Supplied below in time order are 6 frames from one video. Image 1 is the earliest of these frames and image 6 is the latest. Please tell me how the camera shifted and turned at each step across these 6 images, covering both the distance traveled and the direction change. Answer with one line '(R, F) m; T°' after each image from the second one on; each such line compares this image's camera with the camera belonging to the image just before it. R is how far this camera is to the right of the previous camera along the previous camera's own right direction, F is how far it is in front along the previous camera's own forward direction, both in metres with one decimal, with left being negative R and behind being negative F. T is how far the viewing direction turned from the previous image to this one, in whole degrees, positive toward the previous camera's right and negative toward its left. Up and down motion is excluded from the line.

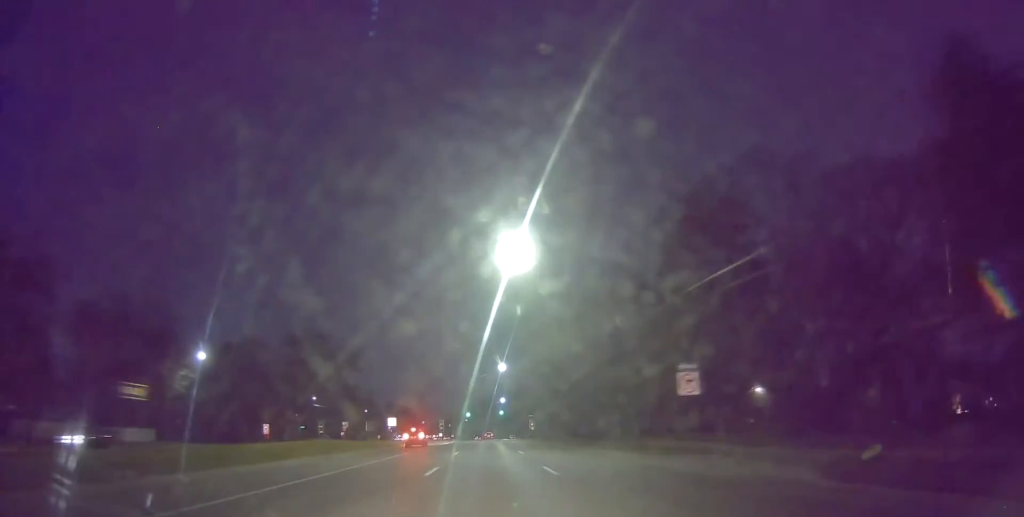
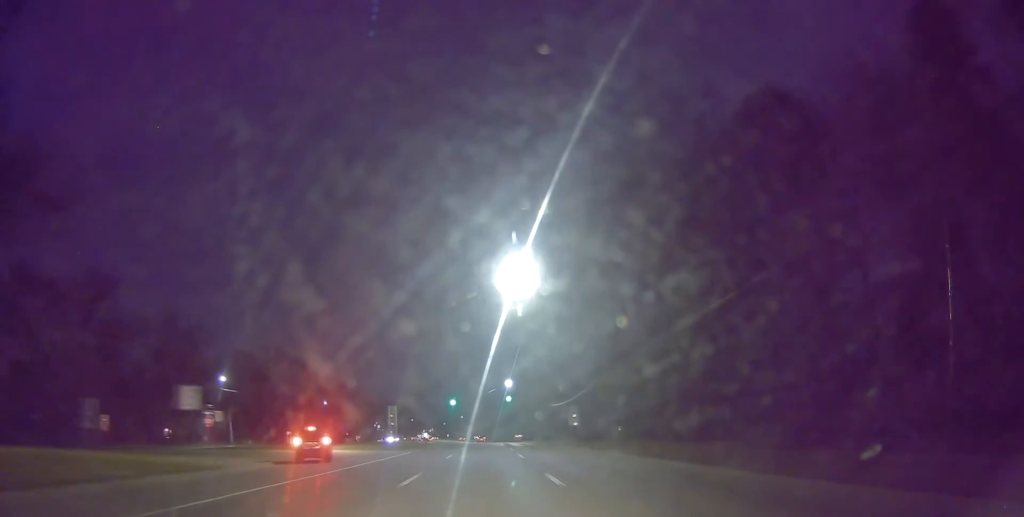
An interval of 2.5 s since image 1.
(-0.3, +49.4) m; -1°
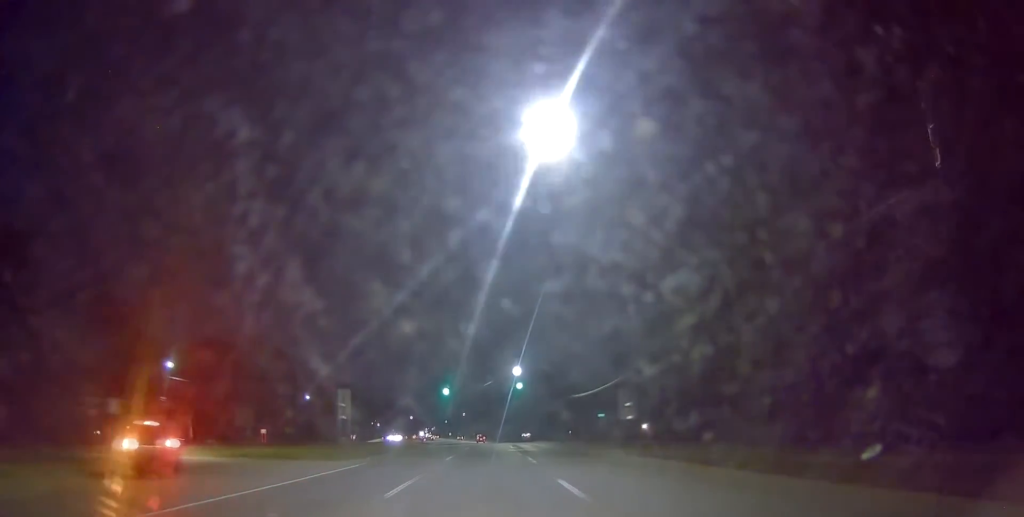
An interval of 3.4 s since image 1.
(-0.2, +17.5) m; -1°
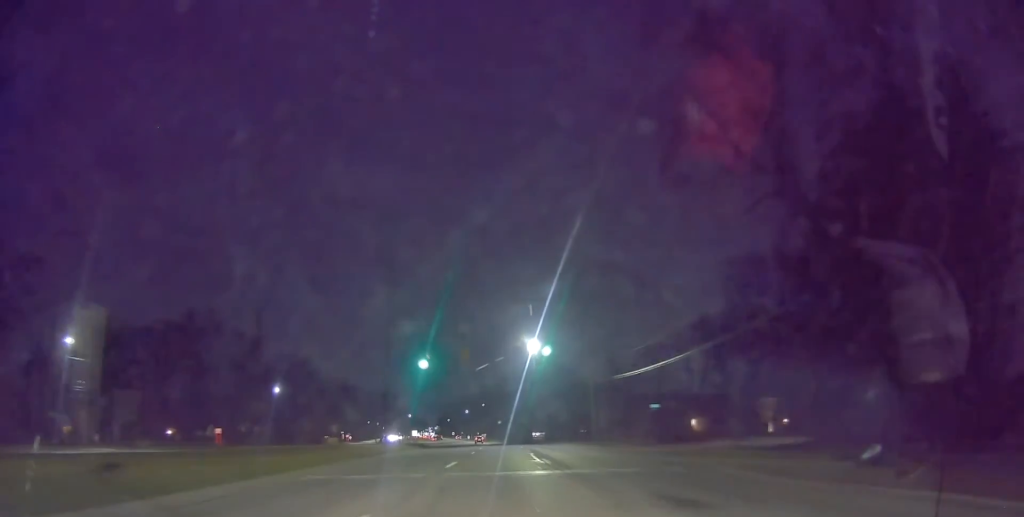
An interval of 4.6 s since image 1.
(-0.2, +22.1) m; -1°
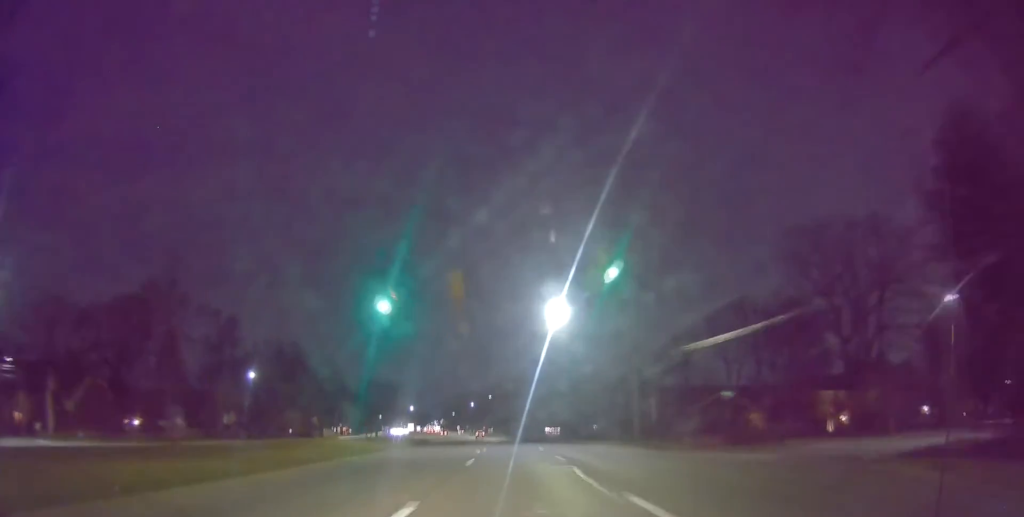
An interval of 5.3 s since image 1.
(-0.3, +15.0) m; 0°
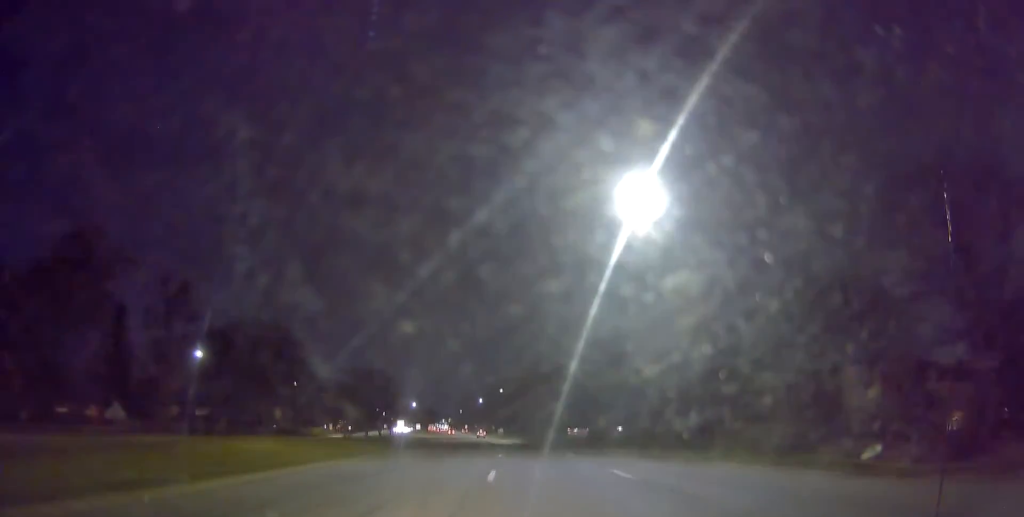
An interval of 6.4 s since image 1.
(+0.3, +21.8) m; 0°
